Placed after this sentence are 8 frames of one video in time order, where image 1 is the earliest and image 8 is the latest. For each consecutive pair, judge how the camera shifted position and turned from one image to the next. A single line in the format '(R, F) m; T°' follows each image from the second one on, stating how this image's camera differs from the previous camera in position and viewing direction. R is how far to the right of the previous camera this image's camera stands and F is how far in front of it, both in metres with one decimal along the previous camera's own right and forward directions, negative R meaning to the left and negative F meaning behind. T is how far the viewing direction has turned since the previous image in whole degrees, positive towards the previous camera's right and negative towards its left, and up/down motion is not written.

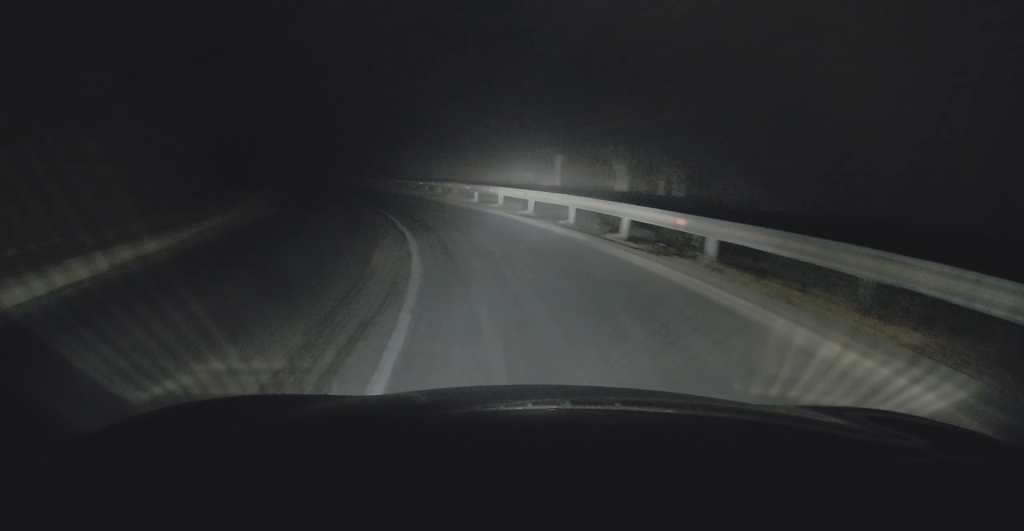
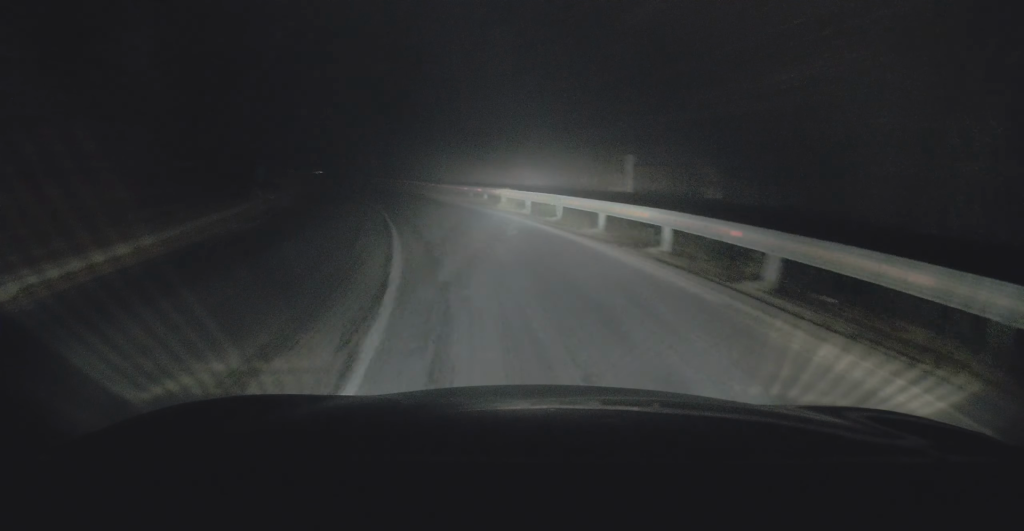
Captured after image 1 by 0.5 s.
(-0.4, +5.7) m; -5°
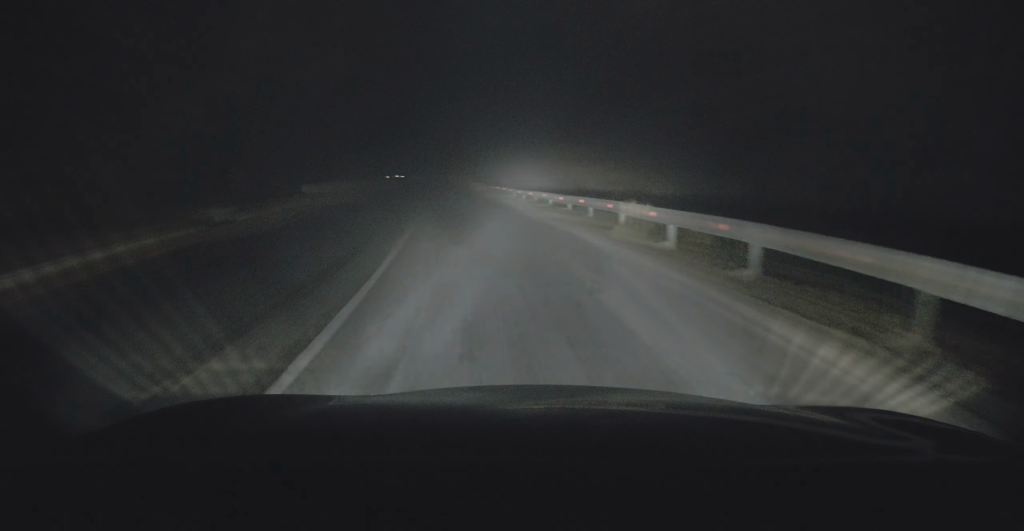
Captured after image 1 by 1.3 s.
(-0.8, +10.1) m; -9°
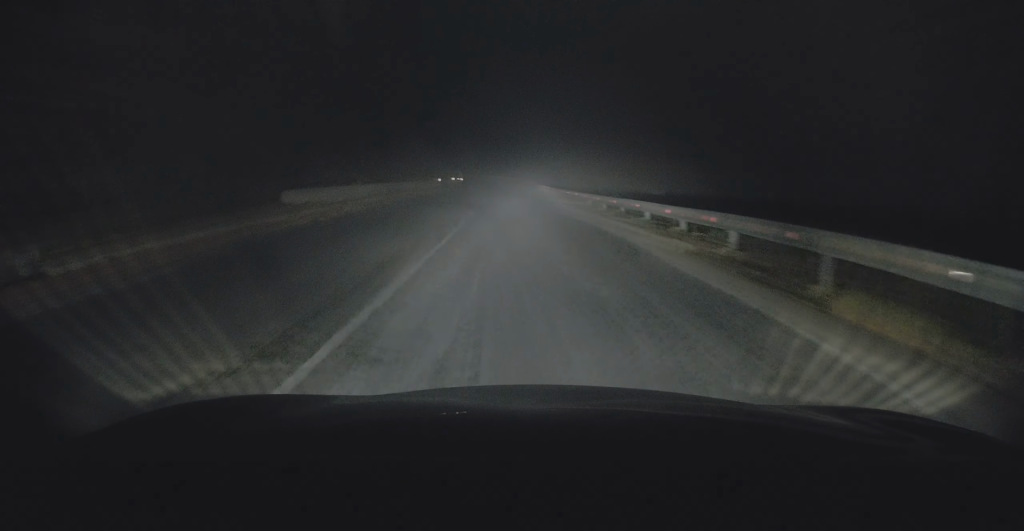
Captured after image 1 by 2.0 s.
(-0.5, +8.5) m; -6°
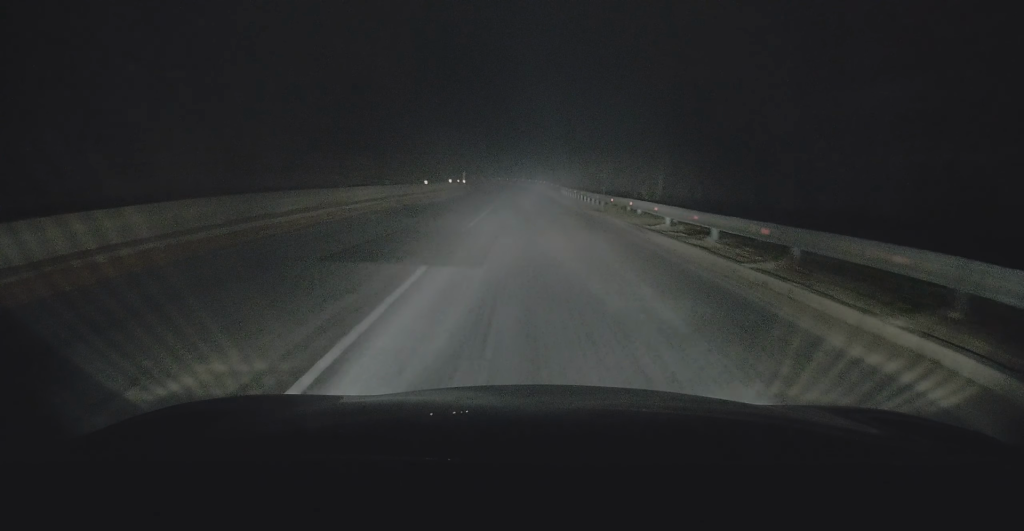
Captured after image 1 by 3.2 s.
(-1.1, +14.2) m; -6°
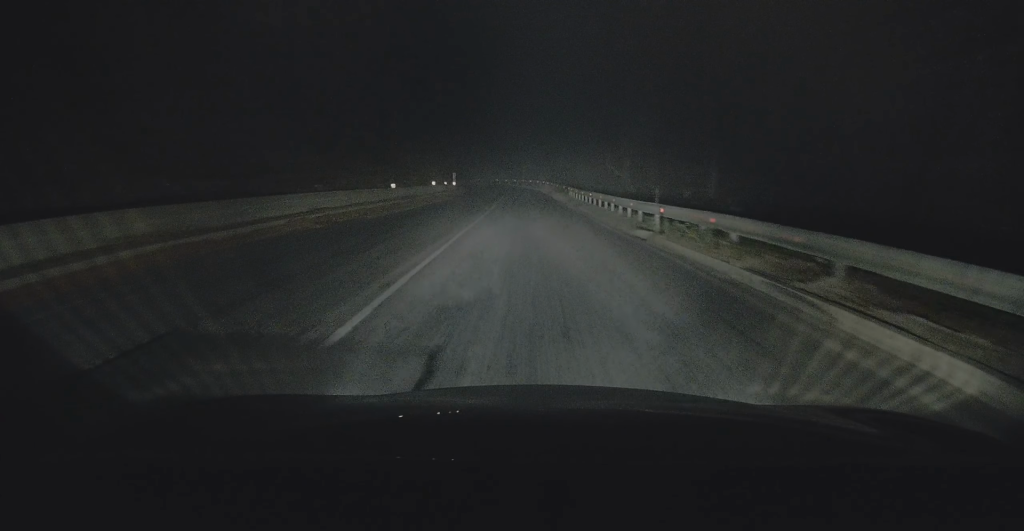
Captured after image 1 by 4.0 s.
(-0.1, +9.6) m; 0°
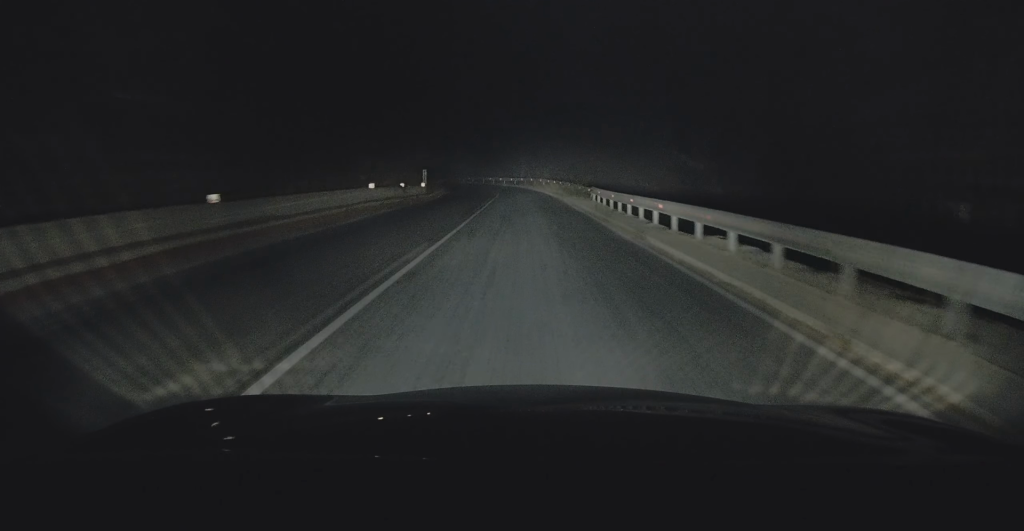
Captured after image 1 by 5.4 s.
(+0.2, +16.7) m; +2°
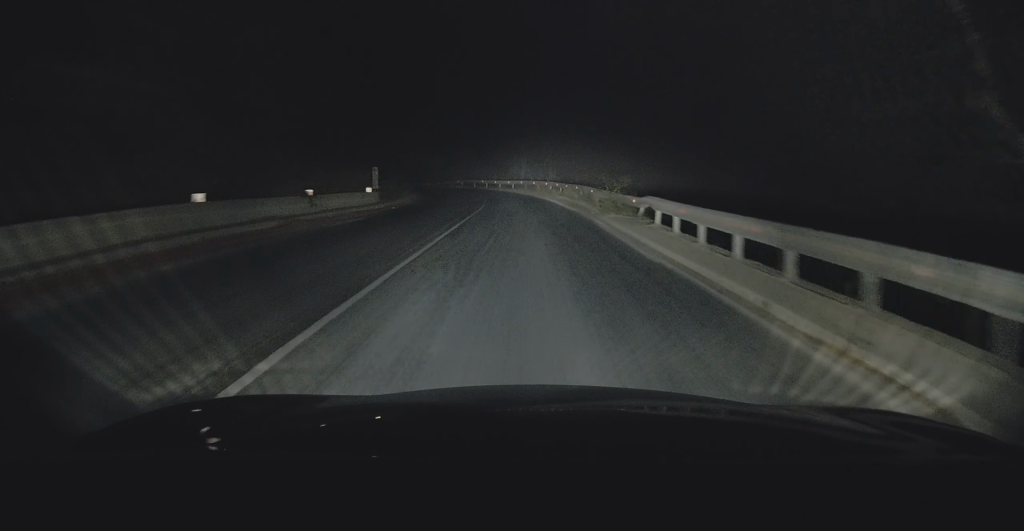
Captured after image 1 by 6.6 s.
(+0.3, +13.8) m; +1°
